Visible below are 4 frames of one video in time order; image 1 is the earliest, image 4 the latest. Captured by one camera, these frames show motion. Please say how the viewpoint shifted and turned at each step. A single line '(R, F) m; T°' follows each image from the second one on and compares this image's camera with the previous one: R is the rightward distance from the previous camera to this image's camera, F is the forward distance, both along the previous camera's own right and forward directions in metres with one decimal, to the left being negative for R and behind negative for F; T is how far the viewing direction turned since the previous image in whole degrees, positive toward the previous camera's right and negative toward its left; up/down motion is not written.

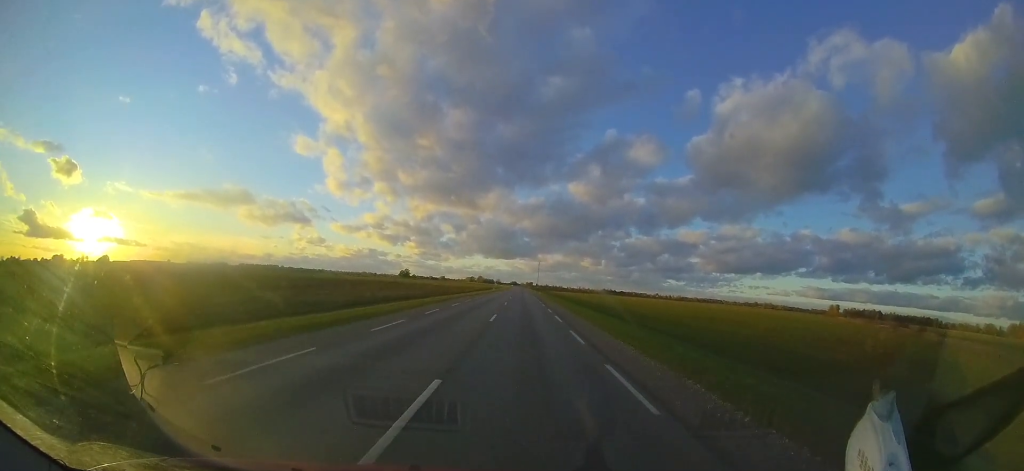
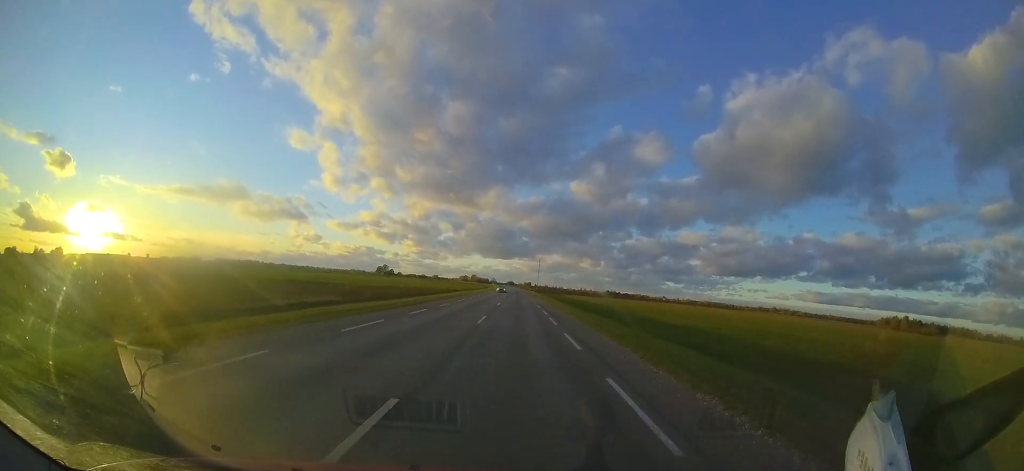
(-0.7, +96.5) m; -1°
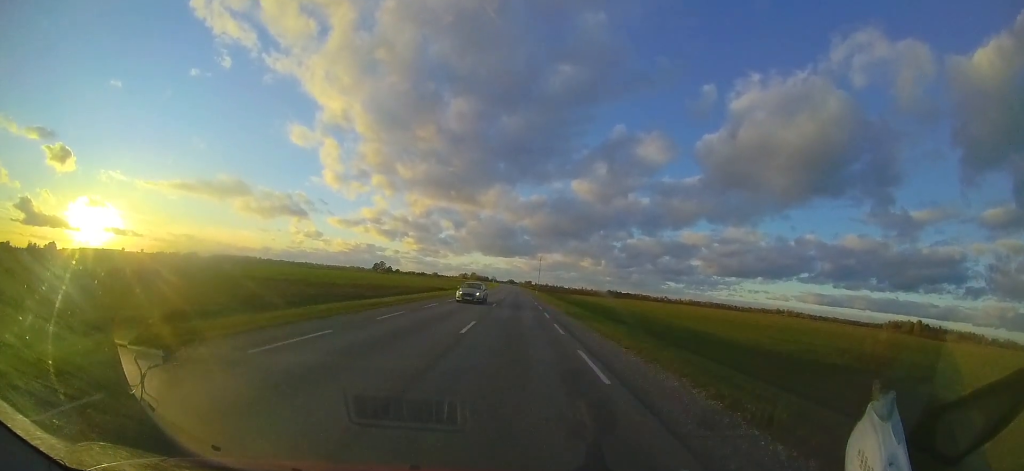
(+0.2, +14.9) m; 0°
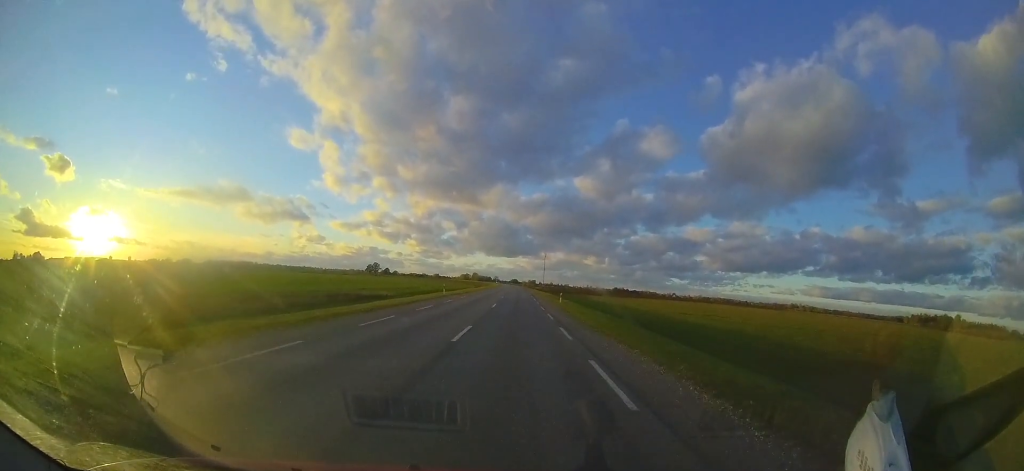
(-0.2, +37.5) m; 0°
